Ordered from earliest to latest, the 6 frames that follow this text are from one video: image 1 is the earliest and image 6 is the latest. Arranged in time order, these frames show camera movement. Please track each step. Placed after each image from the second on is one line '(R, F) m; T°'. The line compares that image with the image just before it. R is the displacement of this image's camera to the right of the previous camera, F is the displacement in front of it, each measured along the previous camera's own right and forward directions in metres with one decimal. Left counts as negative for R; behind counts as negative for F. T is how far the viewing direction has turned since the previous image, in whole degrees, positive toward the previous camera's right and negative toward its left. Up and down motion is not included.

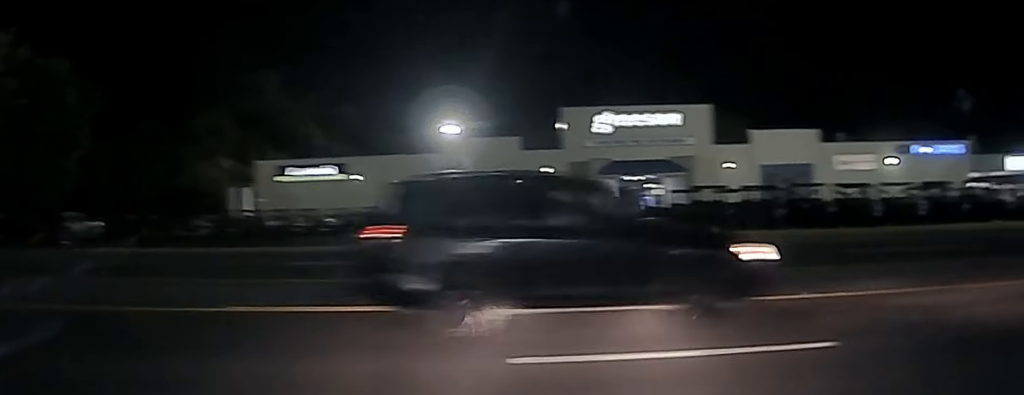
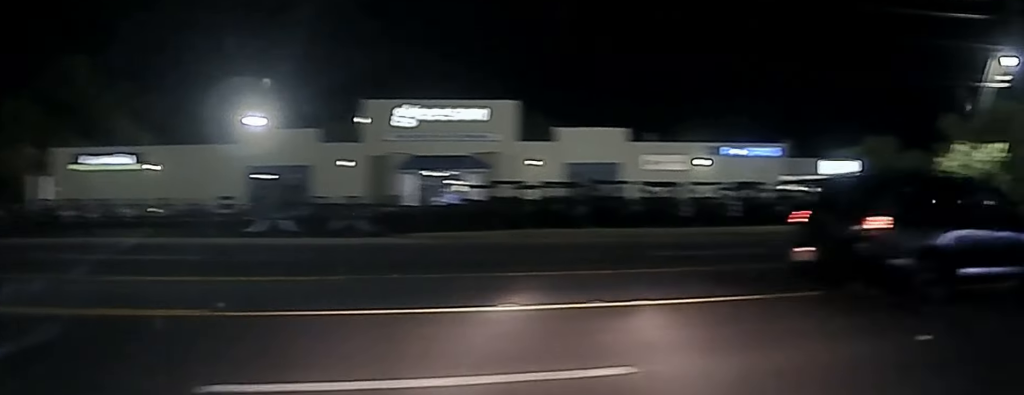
(-0.1, +2.3) m; +7°
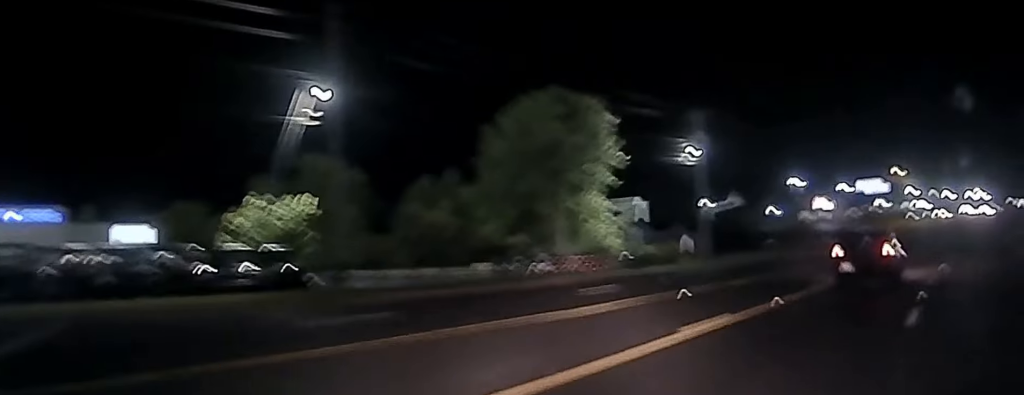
(+4.0, +16.0) m; +22°
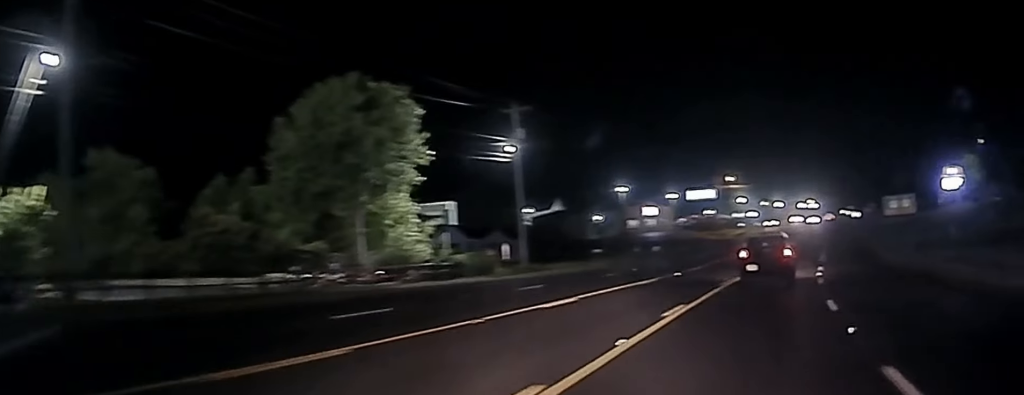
(+0.5, +8.8) m; +5°
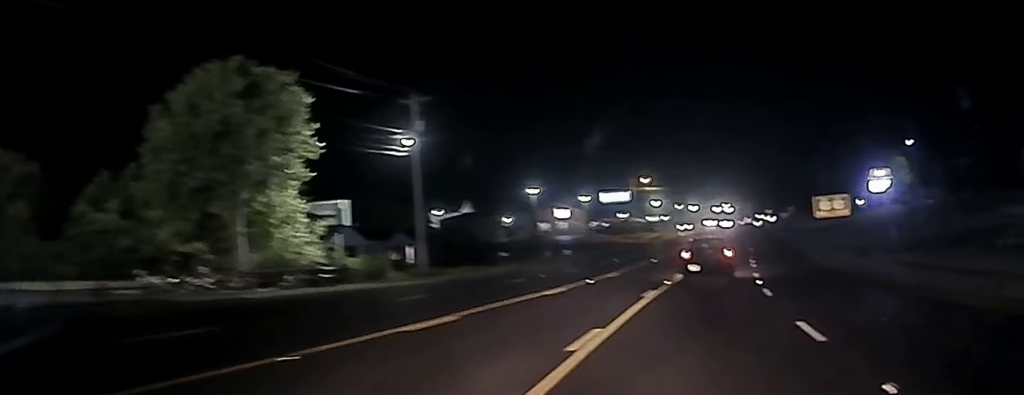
(+0.2, +7.2) m; +2°
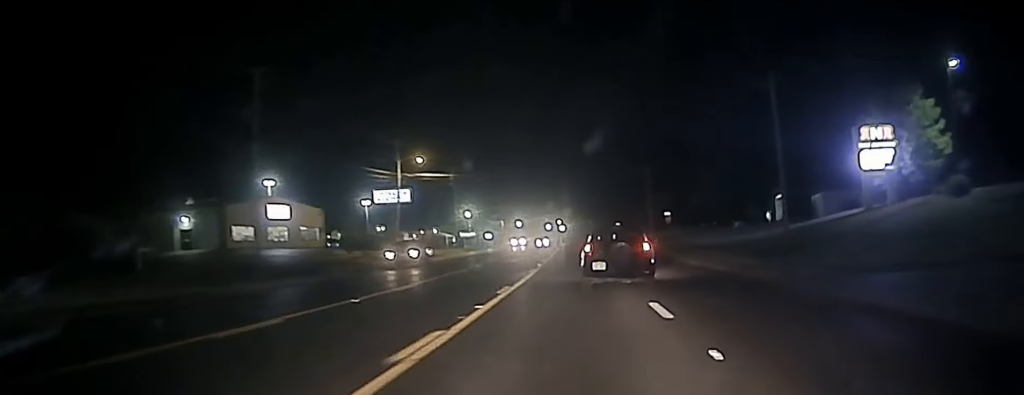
(+5.2, +66.9) m; +6°
